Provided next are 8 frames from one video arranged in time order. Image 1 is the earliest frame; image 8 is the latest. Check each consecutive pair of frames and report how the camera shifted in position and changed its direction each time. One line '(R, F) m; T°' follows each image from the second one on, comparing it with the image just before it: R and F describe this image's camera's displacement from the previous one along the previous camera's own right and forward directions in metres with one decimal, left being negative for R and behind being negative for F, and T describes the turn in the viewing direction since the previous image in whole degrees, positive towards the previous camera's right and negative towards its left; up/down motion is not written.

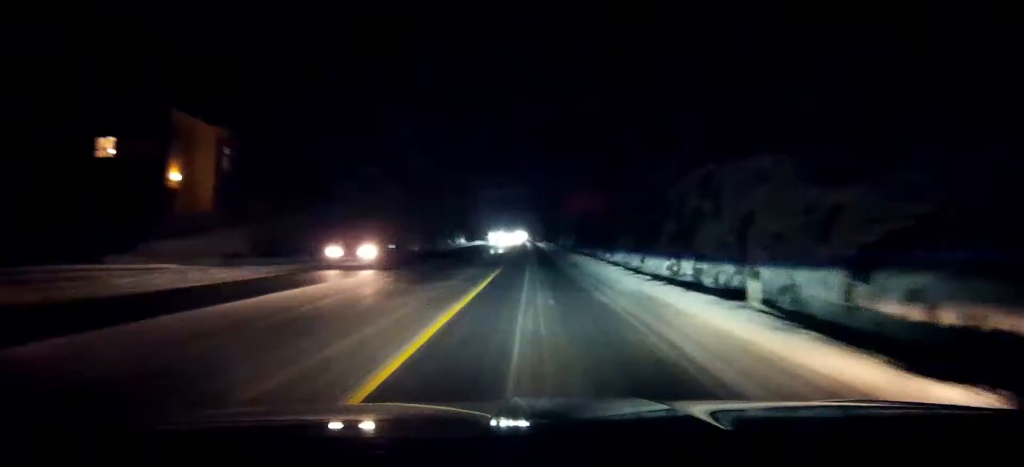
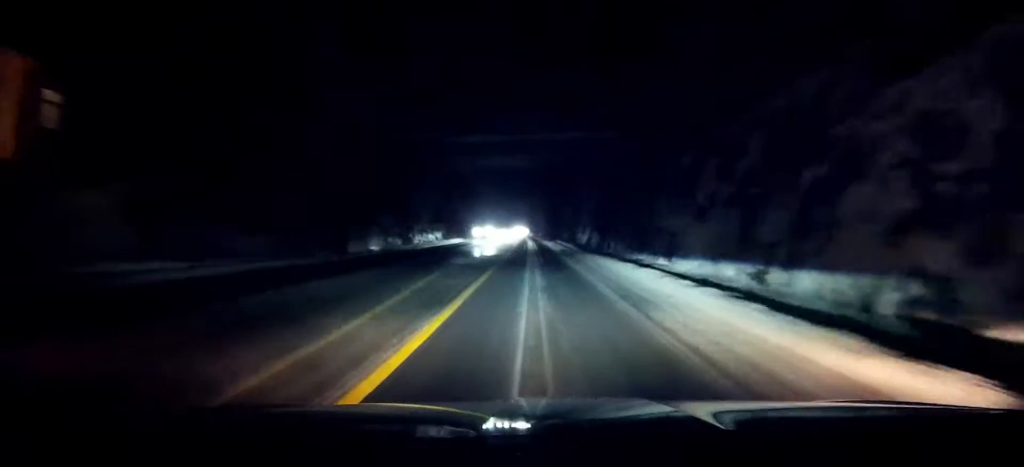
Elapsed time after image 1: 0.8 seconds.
(-0.2, +17.0) m; 0°
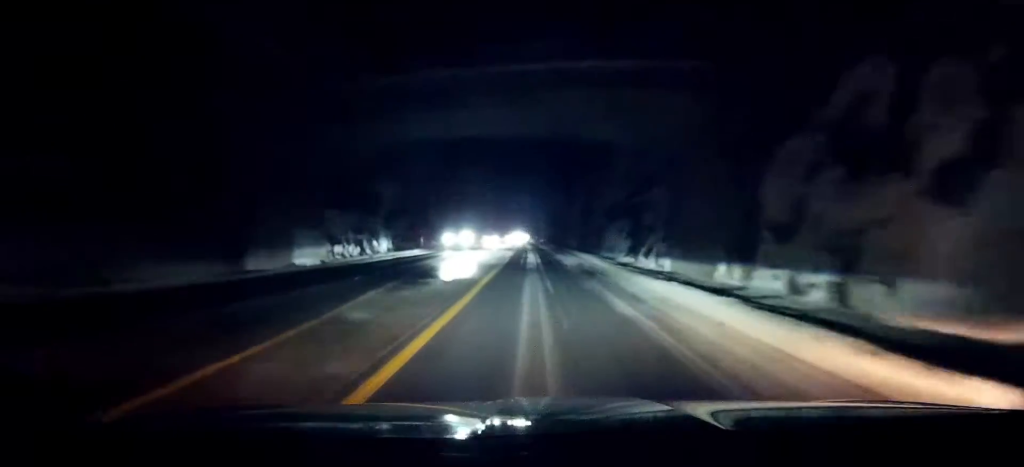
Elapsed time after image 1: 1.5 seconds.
(+0.2, +14.1) m; 0°
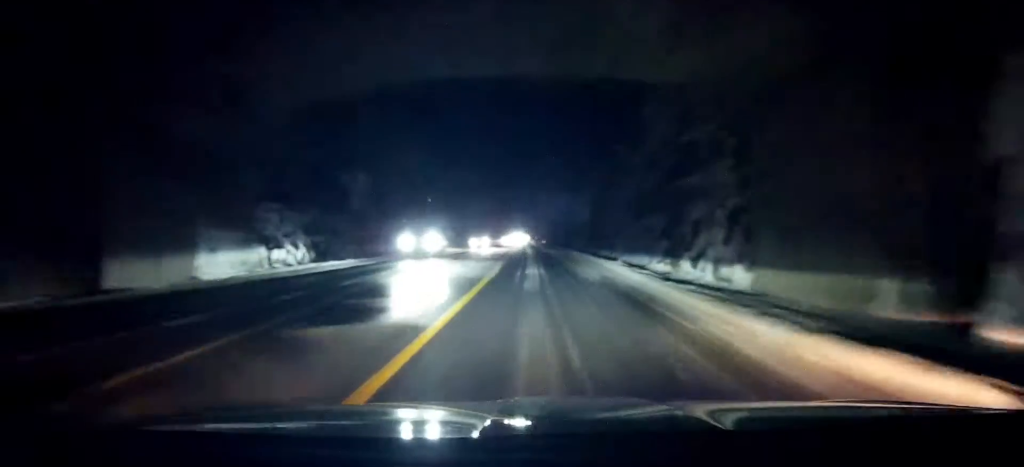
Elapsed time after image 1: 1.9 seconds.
(+0.1, +9.1) m; 0°
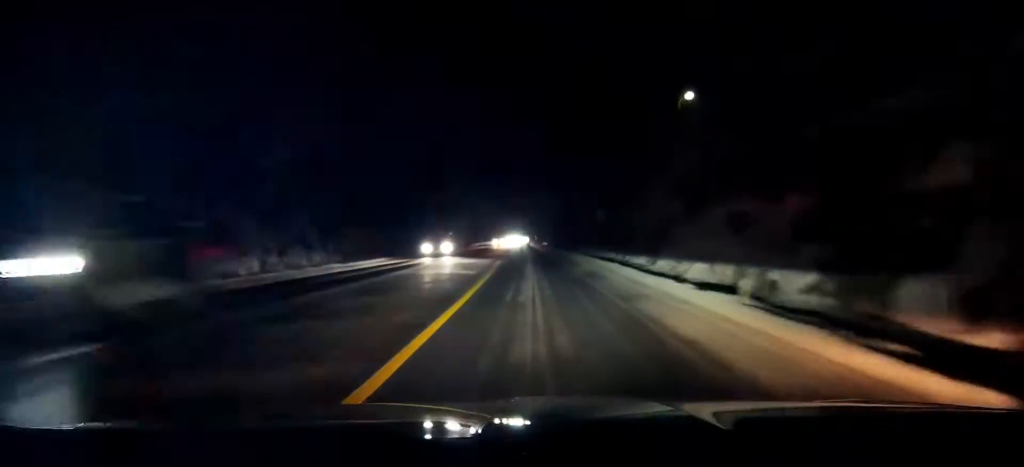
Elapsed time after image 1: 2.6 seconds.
(-0.3, +14.7) m; 0°
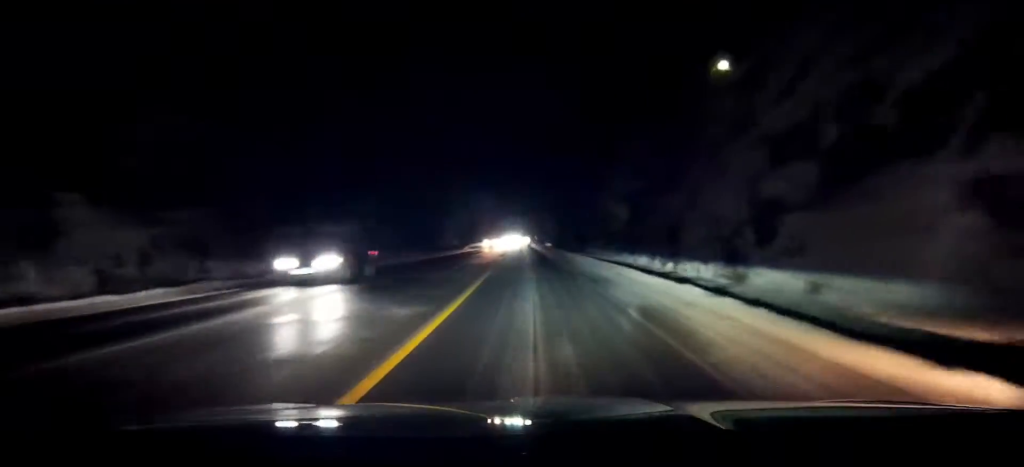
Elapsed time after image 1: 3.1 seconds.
(+0.1, +11.1) m; 0°
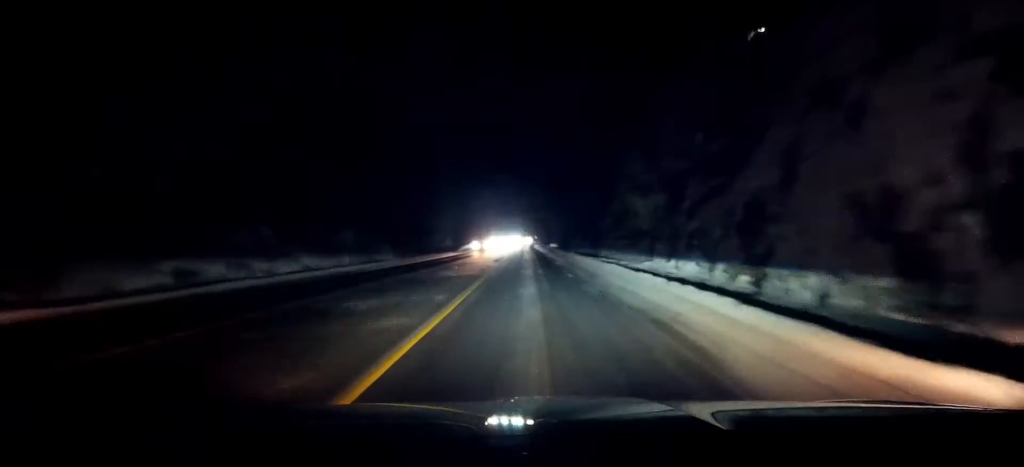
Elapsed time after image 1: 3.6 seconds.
(+0.1, +9.0) m; 0°
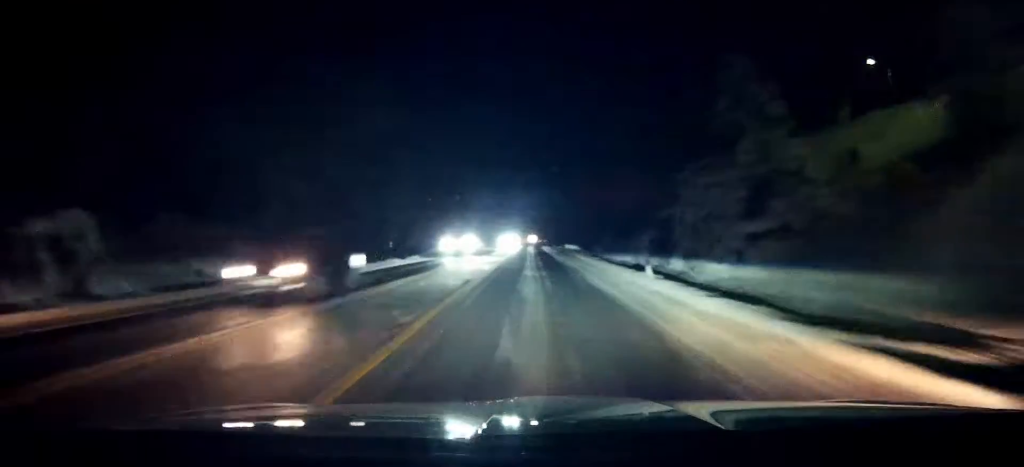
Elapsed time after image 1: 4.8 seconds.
(-0.2, +26.4) m; -1°
